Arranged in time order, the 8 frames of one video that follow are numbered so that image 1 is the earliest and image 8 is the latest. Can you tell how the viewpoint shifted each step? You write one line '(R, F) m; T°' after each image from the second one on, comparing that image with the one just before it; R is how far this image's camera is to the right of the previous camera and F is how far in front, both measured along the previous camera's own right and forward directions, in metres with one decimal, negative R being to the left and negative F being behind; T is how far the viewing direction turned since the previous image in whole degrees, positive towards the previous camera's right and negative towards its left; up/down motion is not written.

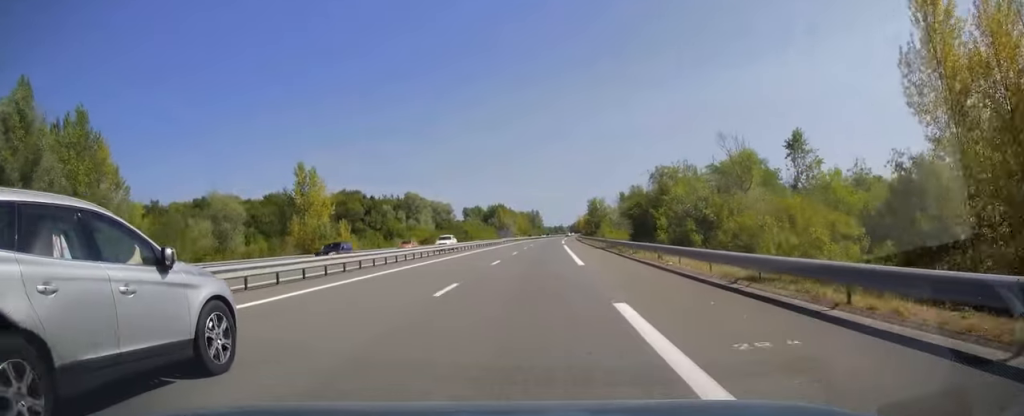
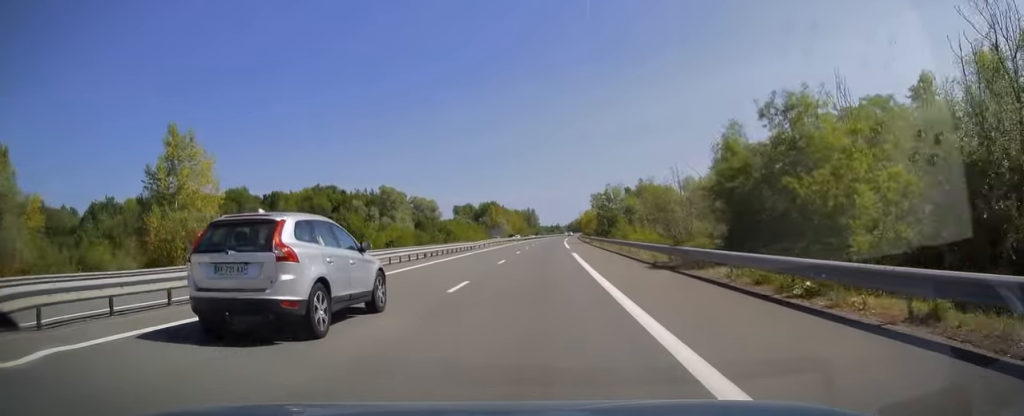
(+0.1, +25.6) m; 0°
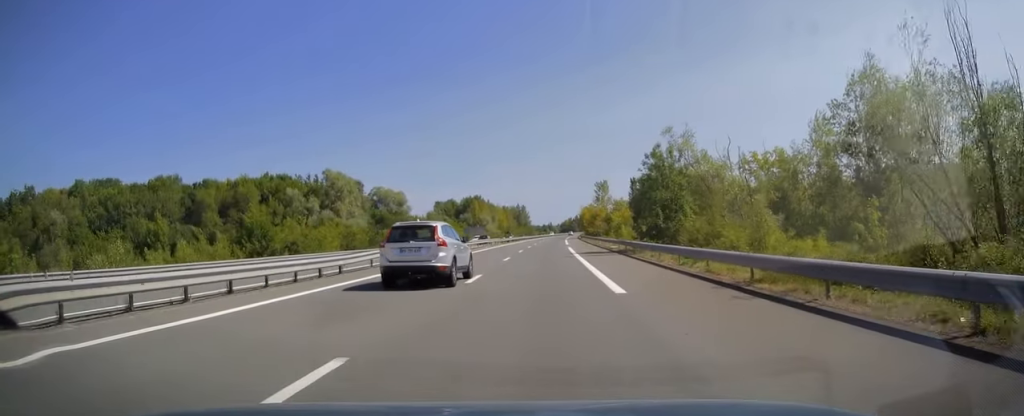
(+0.1, +37.5) m; +1°
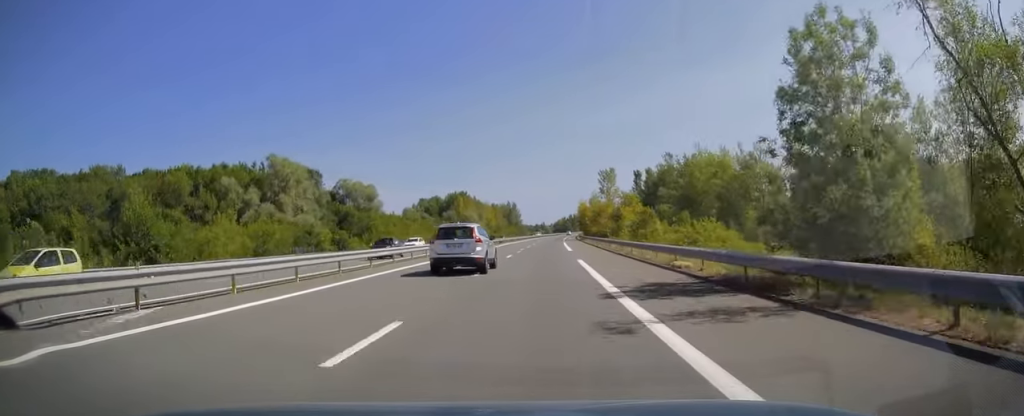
(+0.2, +23.7) m; +1°
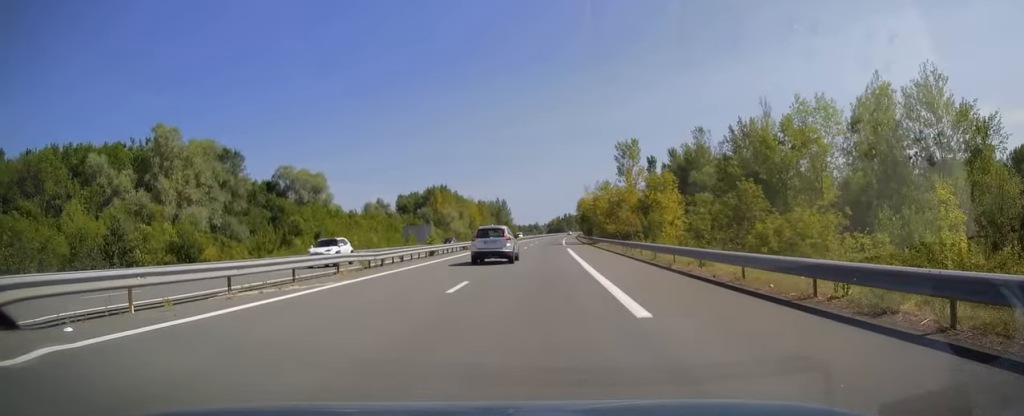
(+0.2, +32.1) m; 0°
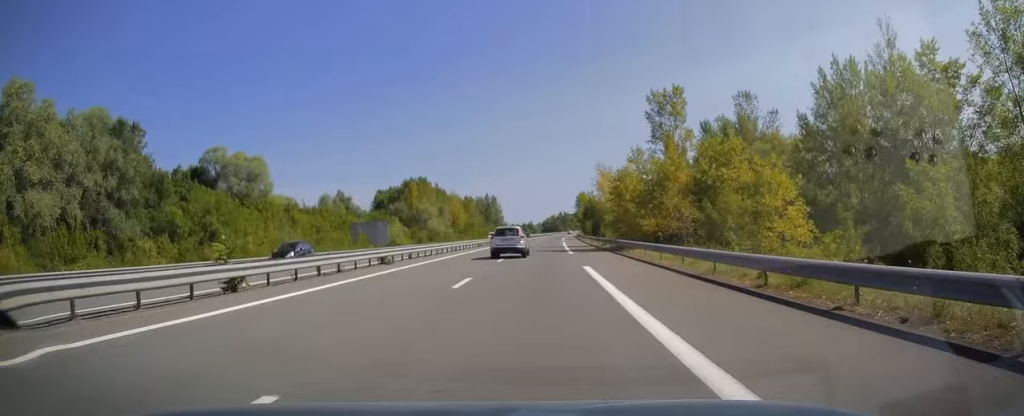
(+0.1, +25.6) m; +1°
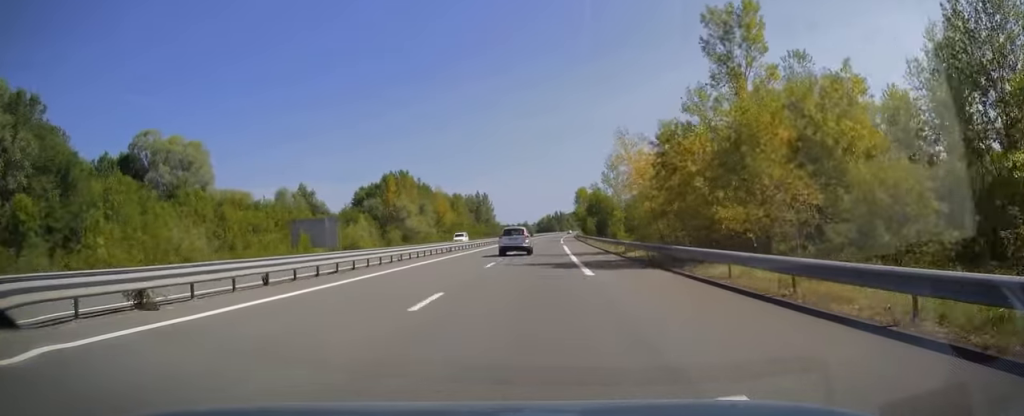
(+0.1, +17.8) m; +1°
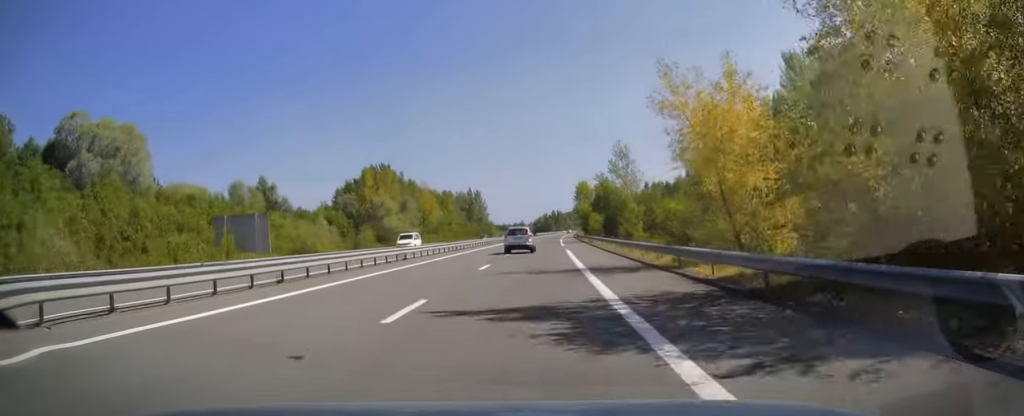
(+0.1, +14.8) m; 0°
